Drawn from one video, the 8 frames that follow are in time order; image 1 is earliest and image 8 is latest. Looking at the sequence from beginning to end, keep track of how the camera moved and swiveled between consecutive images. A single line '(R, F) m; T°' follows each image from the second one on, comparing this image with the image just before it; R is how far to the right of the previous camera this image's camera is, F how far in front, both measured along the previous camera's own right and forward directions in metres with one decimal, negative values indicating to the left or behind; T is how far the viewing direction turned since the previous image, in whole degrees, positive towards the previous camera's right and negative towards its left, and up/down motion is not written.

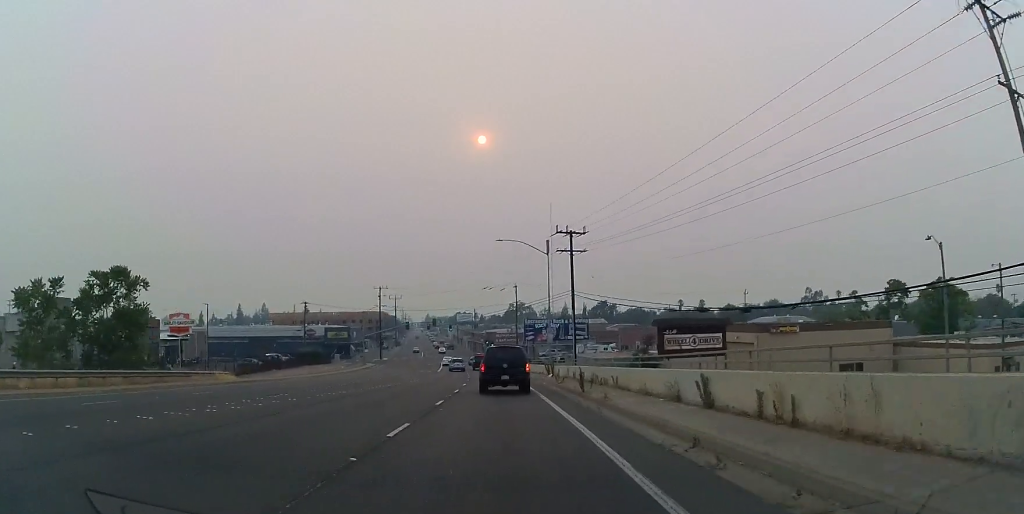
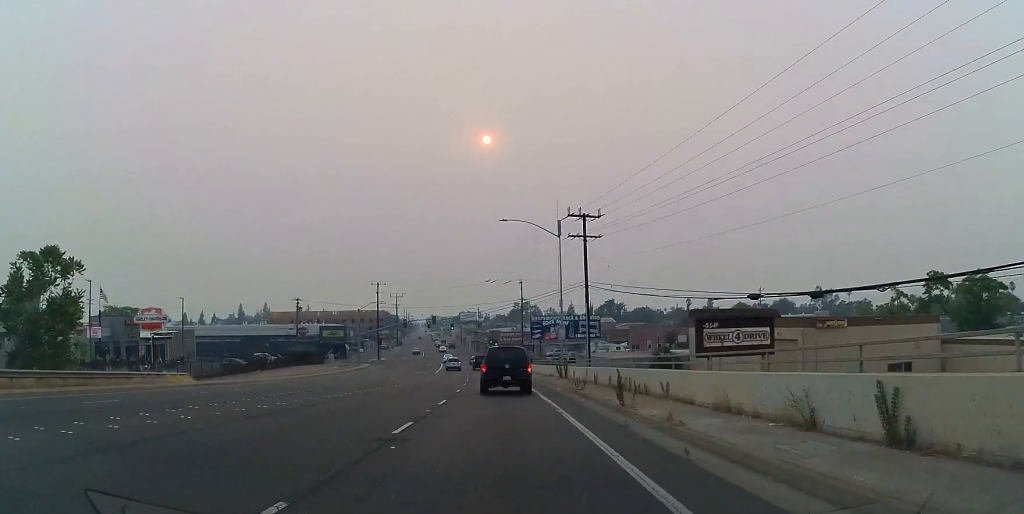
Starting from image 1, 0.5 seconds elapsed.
(+0.2, +6.7) m; 0°
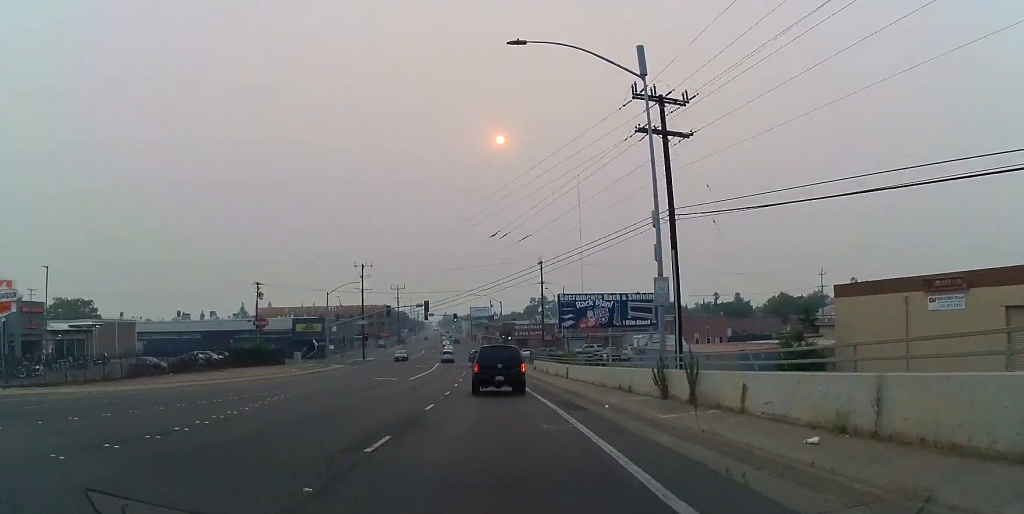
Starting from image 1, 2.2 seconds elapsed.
(-0.9, +23.9) m; -5°
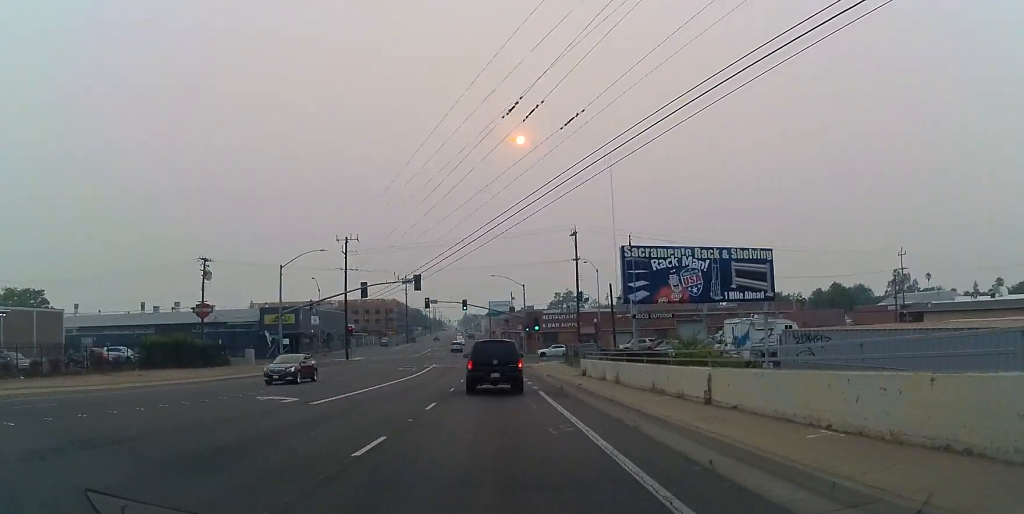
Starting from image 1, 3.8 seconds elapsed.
(-0.5, +22.2) m; -1°
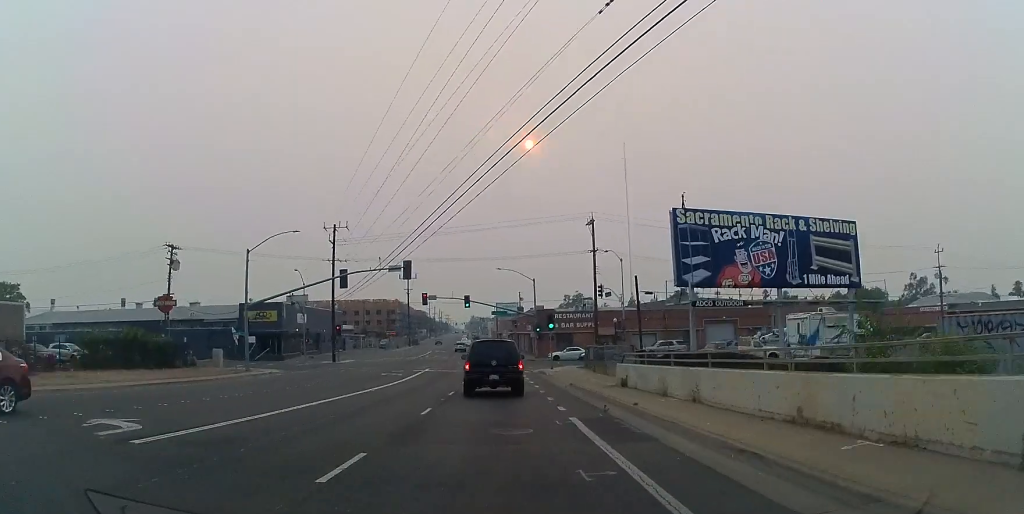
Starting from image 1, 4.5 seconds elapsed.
(0.0, +8.7) m; 0°
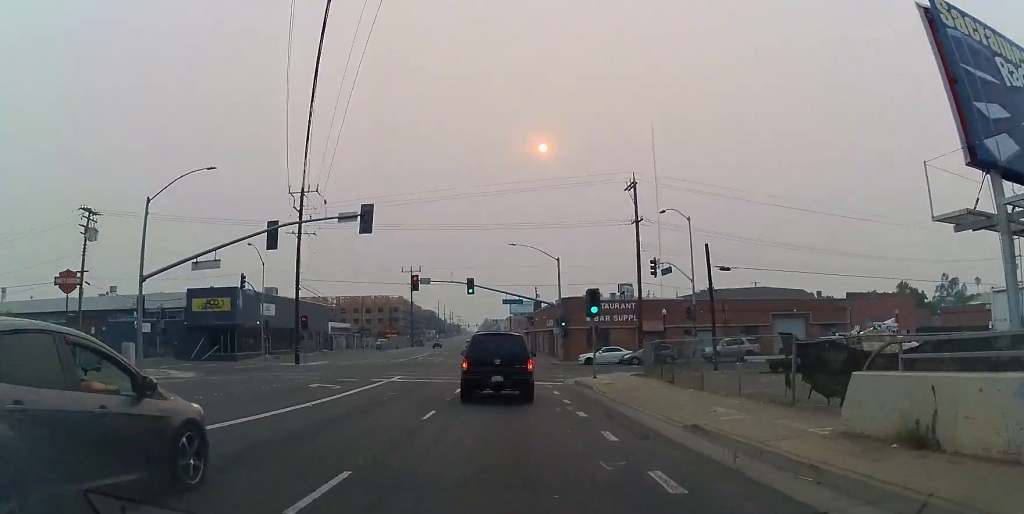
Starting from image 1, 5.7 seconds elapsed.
(0.0, +16.0) m; -2°
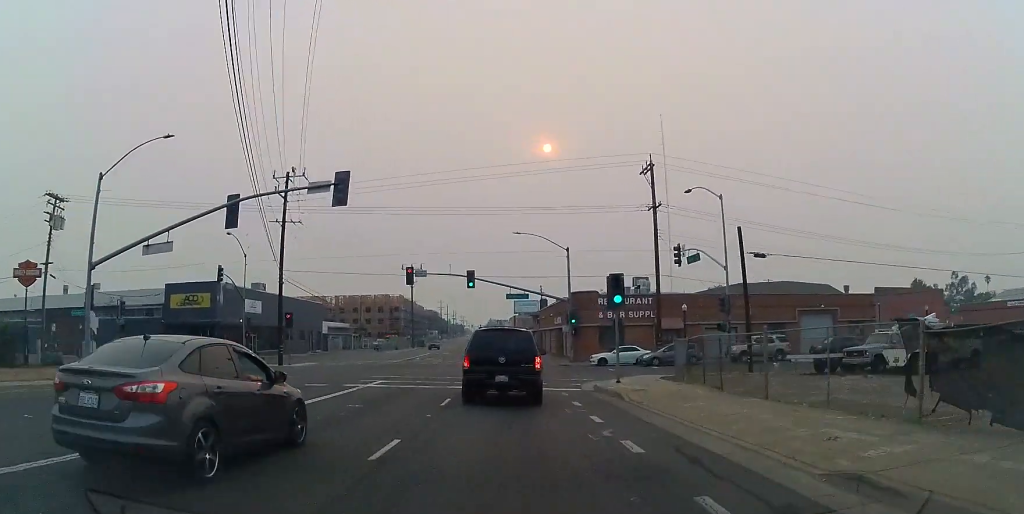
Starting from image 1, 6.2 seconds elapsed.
(-0.2, +5.1) m; -1°
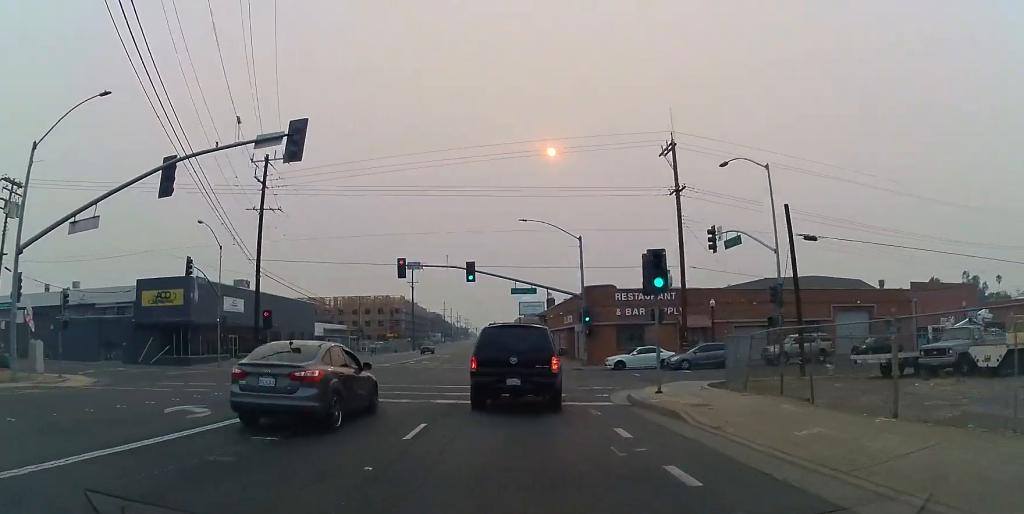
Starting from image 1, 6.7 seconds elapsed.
(-0.2, +6.3) m; -1°
